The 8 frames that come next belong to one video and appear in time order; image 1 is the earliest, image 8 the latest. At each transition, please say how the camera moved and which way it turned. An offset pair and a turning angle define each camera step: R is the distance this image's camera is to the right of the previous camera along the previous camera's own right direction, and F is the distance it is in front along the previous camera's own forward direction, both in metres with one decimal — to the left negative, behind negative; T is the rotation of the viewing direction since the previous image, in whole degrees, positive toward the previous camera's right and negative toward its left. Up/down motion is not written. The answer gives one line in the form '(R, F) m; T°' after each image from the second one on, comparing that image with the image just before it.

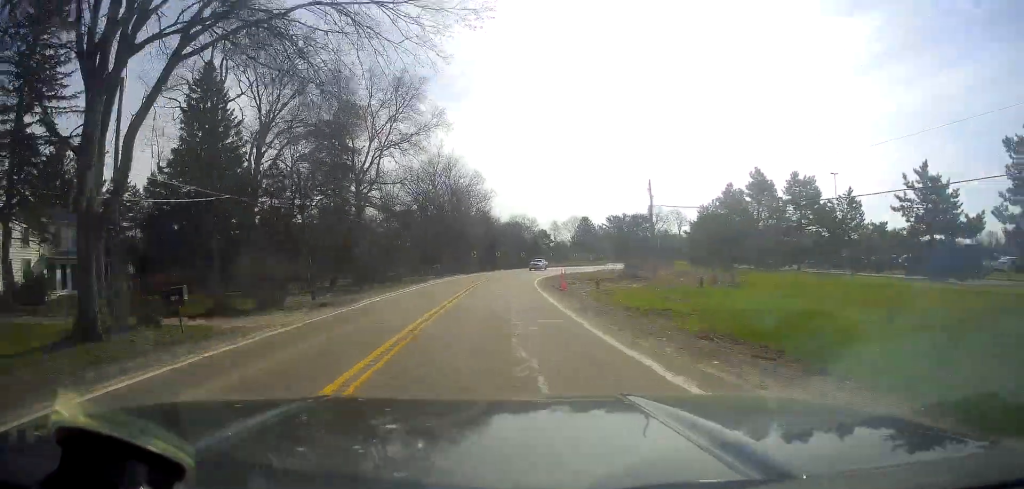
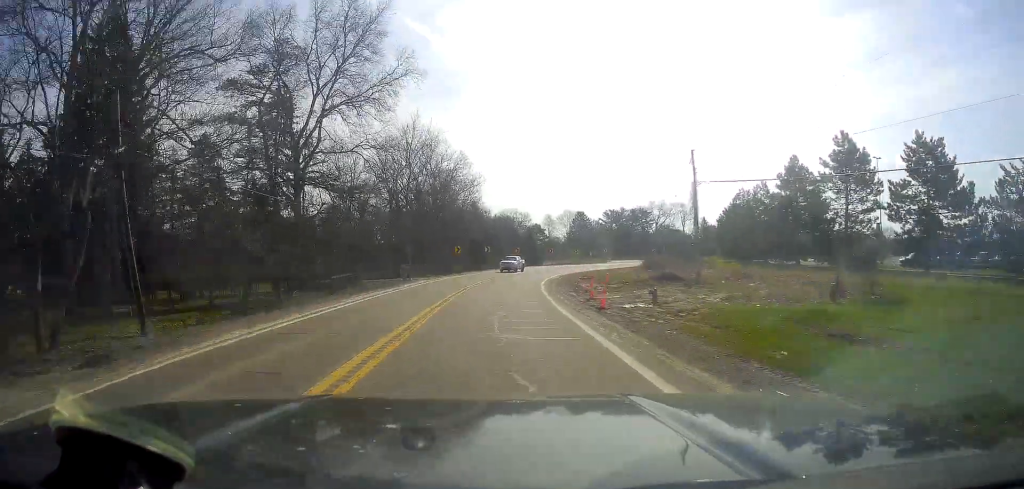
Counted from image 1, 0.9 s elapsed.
(0.0, +16.6) m; +1°
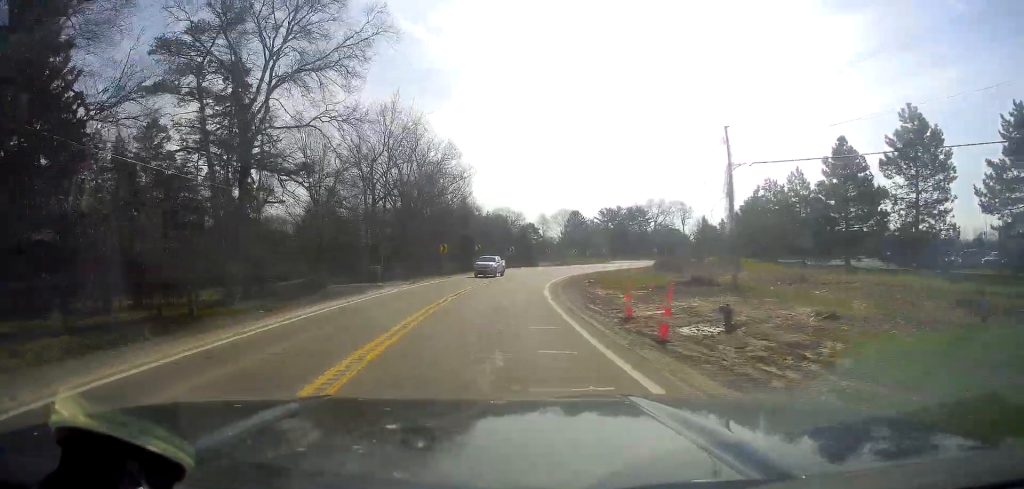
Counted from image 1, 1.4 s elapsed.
(+0.2, +8.5) m; +1°
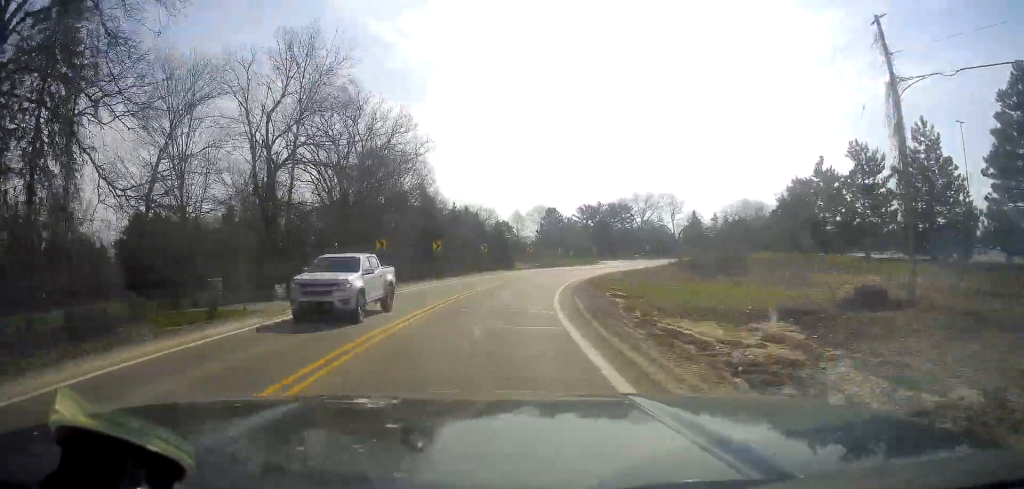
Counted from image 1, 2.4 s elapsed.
(+0.3, +19.5) m; +3°
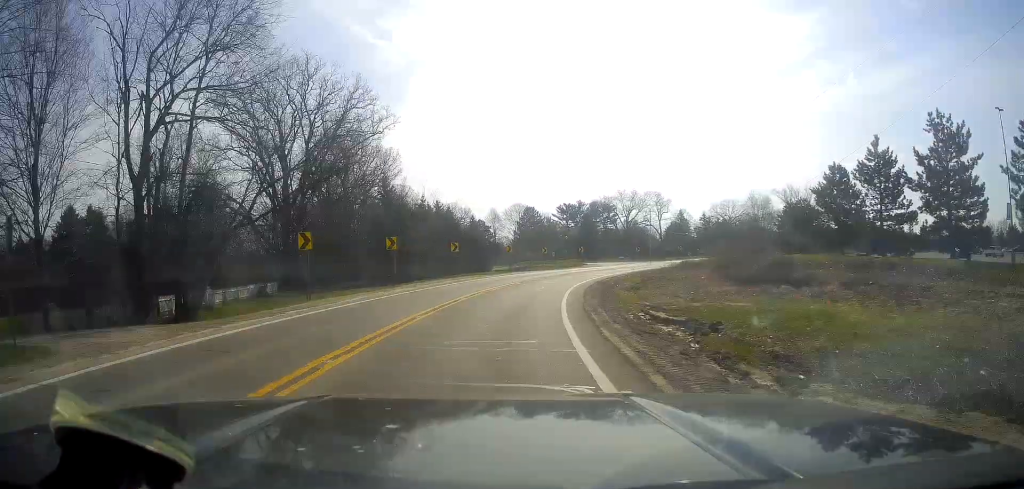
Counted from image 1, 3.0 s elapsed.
(-0.1, +10.9) m; +2°
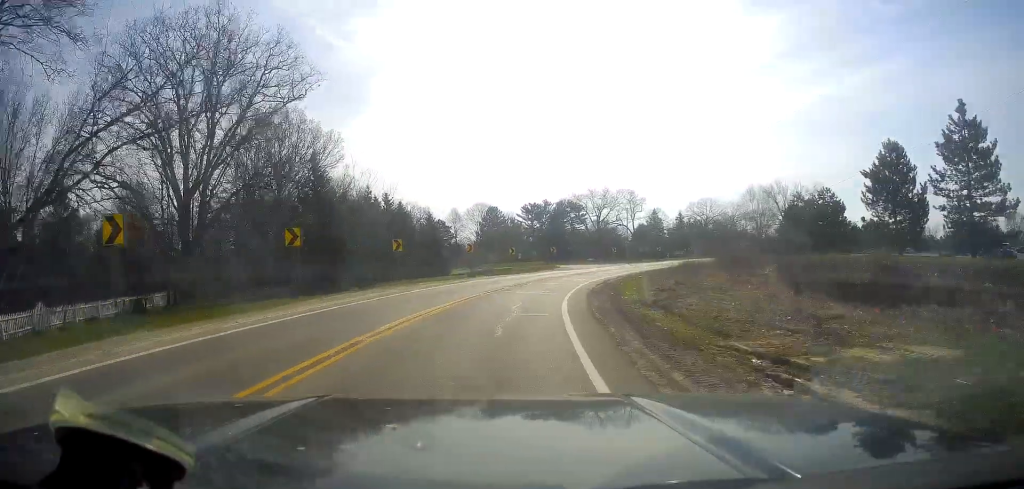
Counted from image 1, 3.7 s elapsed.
(+0.6, +12.1) m; +4°
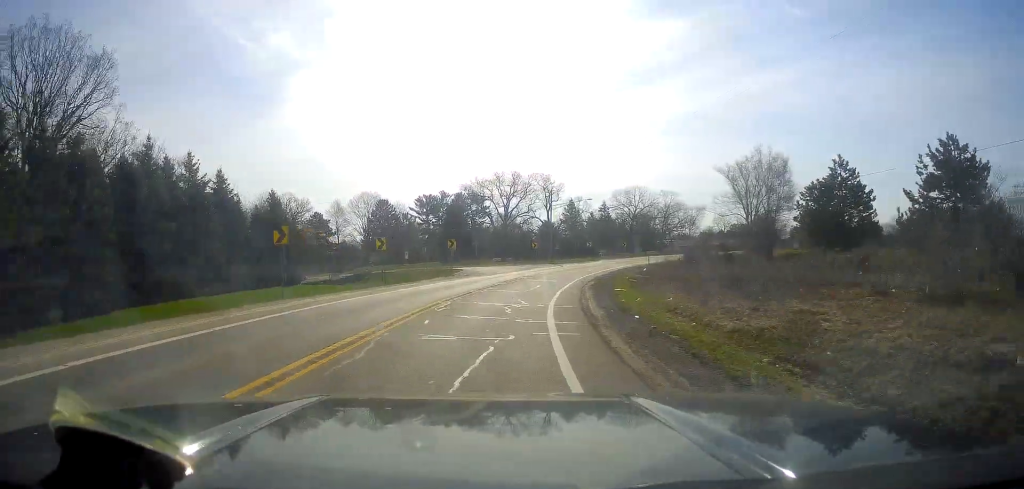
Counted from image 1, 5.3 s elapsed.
(+2.4, +28.4) m; +11°
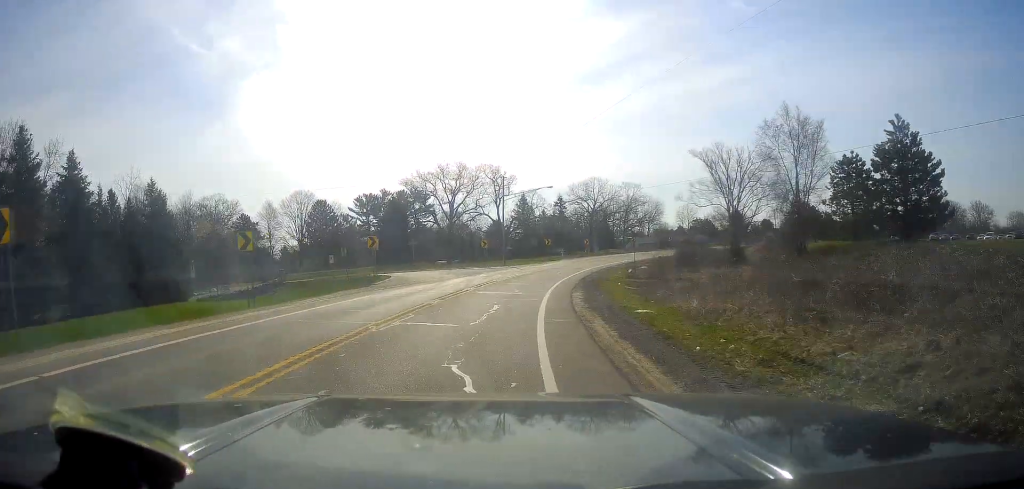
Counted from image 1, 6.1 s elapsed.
(+0.9, +14.5) m; +6°
